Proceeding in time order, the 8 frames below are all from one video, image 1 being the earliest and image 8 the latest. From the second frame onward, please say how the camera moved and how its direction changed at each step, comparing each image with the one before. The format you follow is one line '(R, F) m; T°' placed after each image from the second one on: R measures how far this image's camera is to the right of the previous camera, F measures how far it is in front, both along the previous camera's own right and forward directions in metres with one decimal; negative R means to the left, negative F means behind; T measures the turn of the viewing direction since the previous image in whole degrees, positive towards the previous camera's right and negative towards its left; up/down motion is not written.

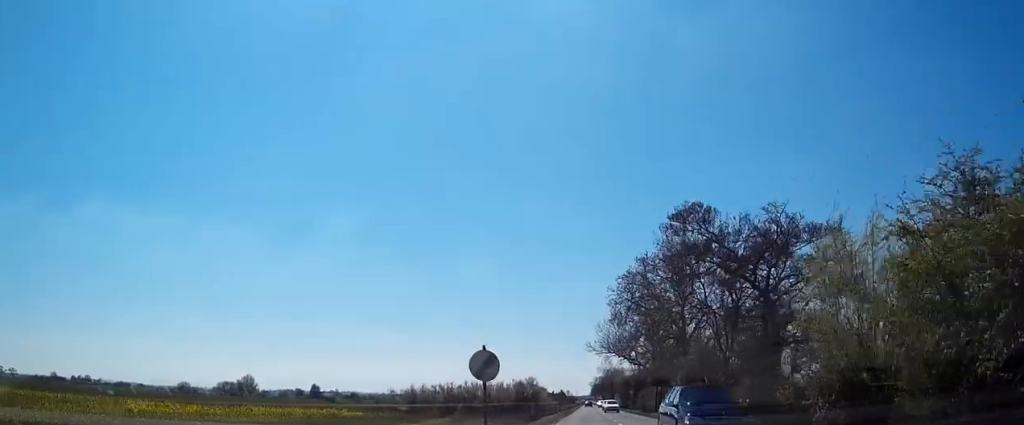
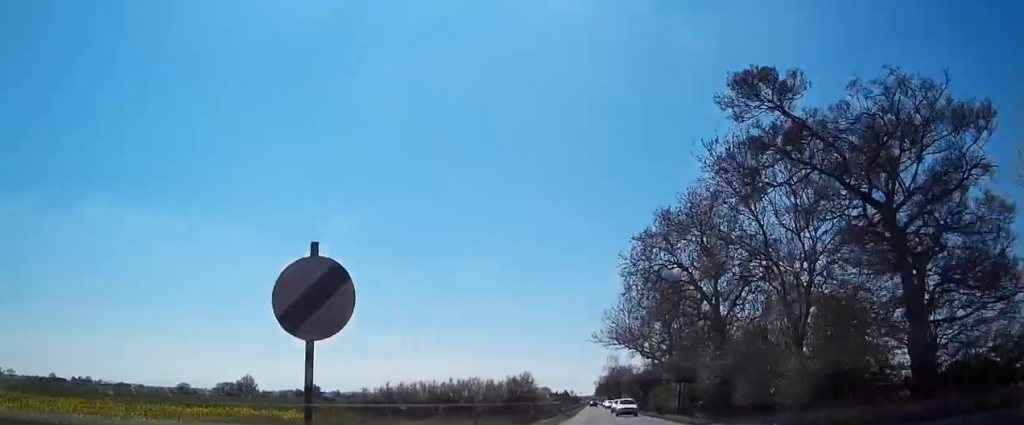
(0.0, +12.0) m; 0°
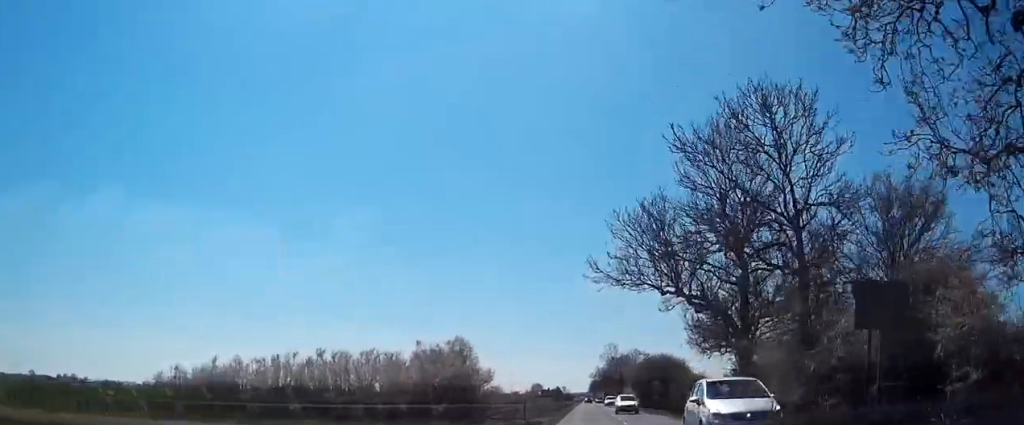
(+0.1, +33.3) m; 0°
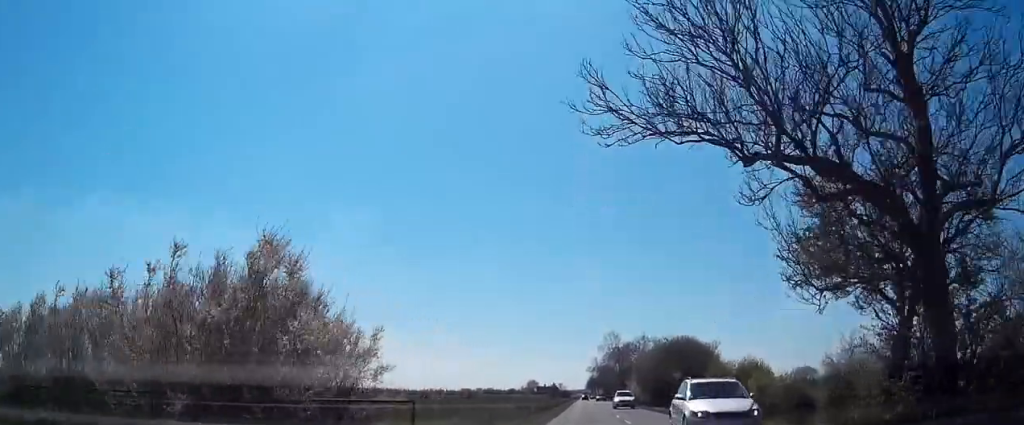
(0.0, +19.5) m; 0°
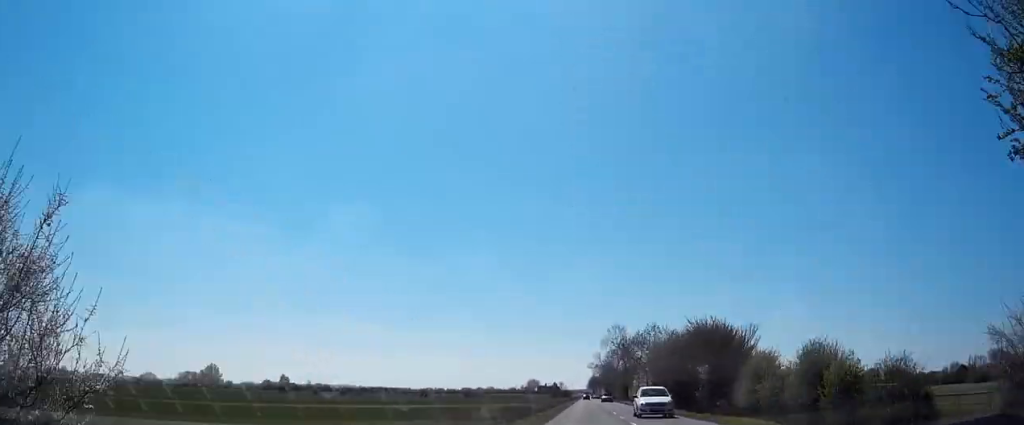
(0.0, +12.6) m; 0°
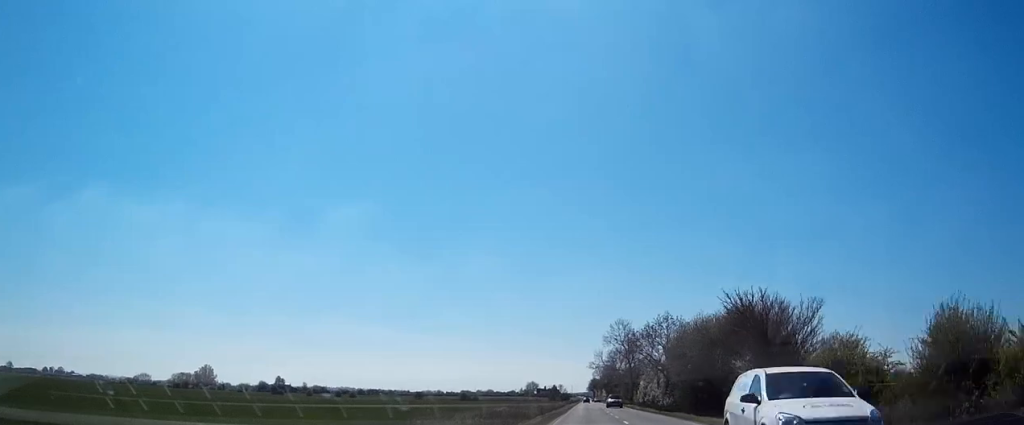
(0.0, +11.7) m; 0°
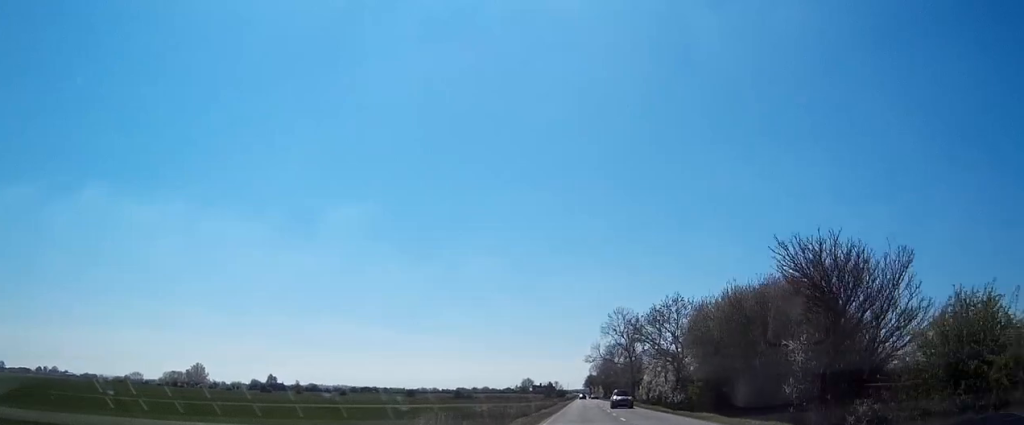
(0.0, +10.0) m; 0°
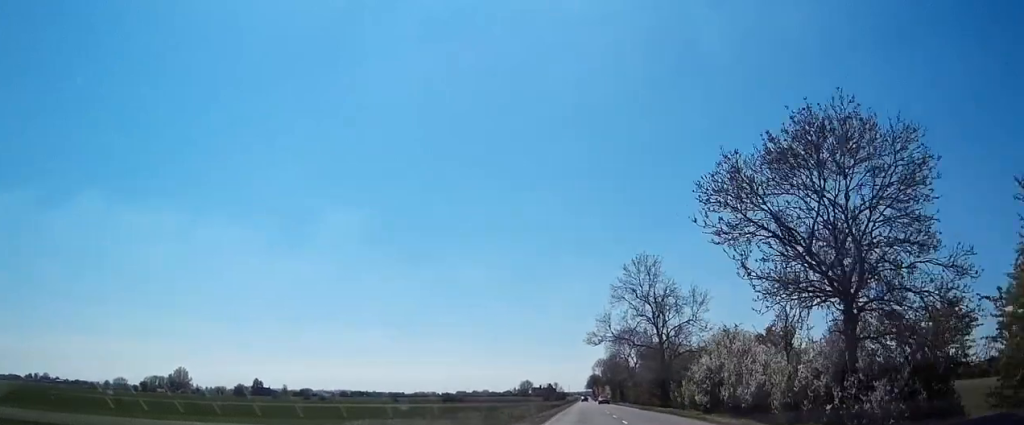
(+0.2, +37.8) m; 0°
